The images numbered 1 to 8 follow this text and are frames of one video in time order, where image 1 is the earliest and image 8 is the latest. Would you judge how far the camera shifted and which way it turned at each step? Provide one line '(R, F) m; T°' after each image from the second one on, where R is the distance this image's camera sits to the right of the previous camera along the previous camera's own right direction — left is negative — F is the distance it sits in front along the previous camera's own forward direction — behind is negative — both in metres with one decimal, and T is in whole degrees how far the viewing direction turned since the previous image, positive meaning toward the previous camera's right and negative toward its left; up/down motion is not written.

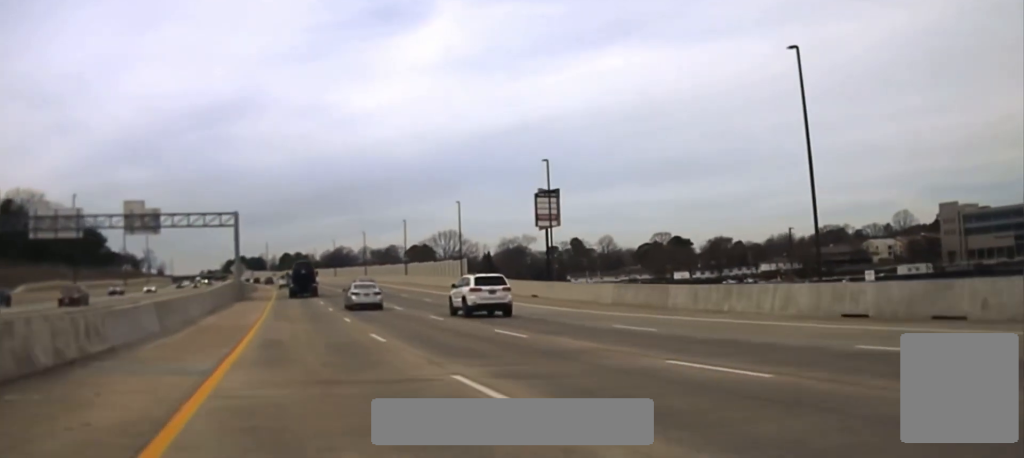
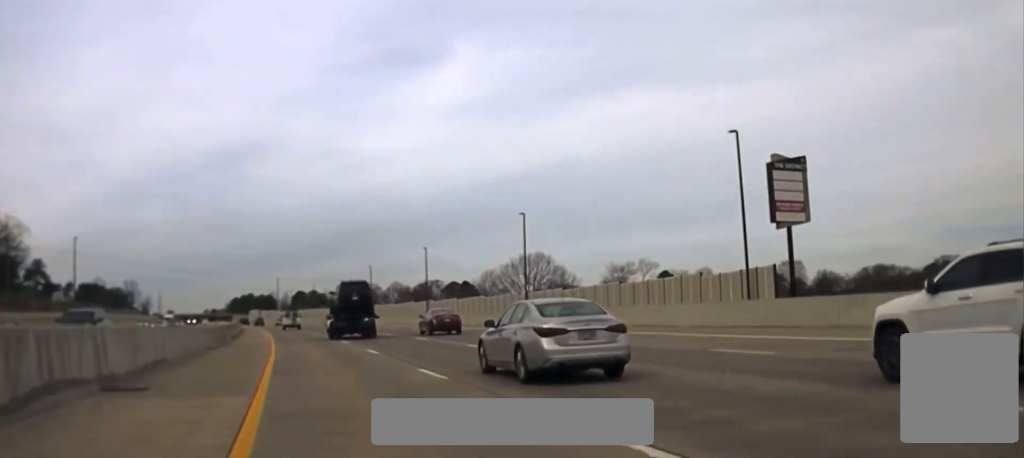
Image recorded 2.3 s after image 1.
(-0.9, +90.0) m; -2°
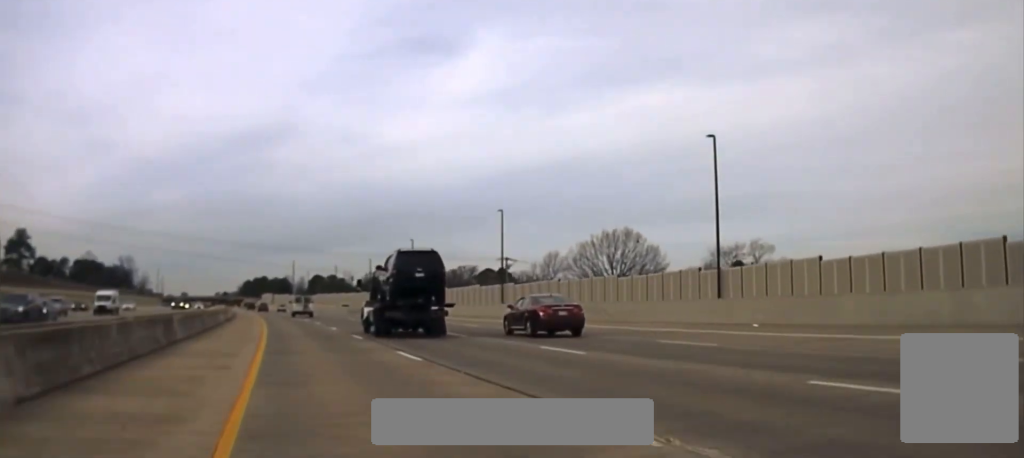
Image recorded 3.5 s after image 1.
(-0.6, +49.6) m; -1°
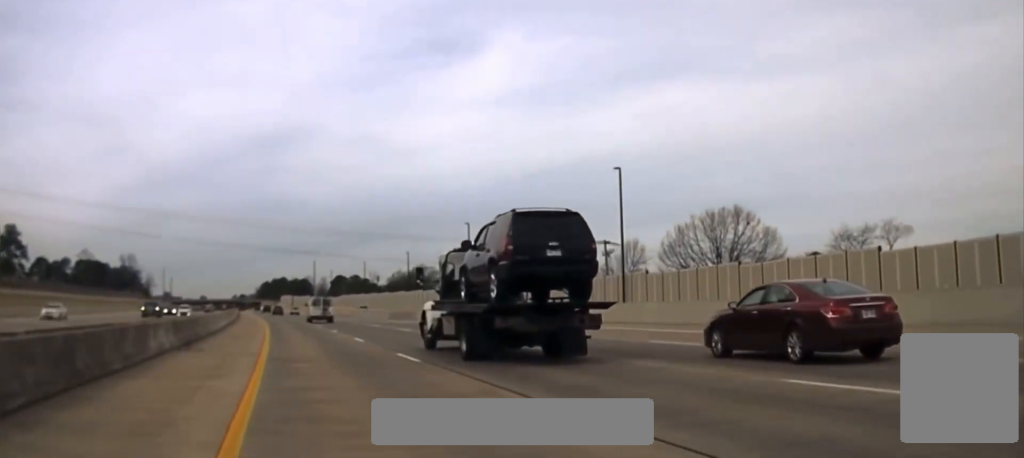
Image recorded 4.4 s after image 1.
(0.0, +41.0) m; -1°
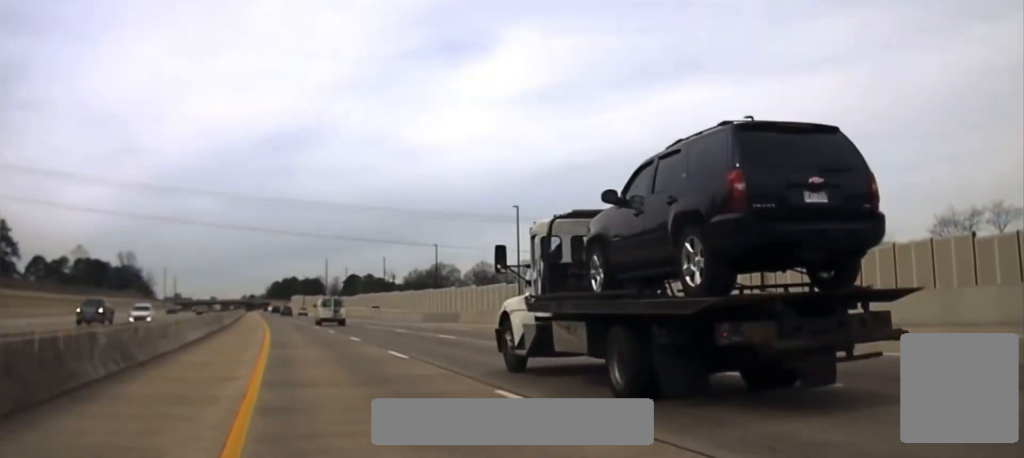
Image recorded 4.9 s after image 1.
(-0.2, +23.7) m; -1°
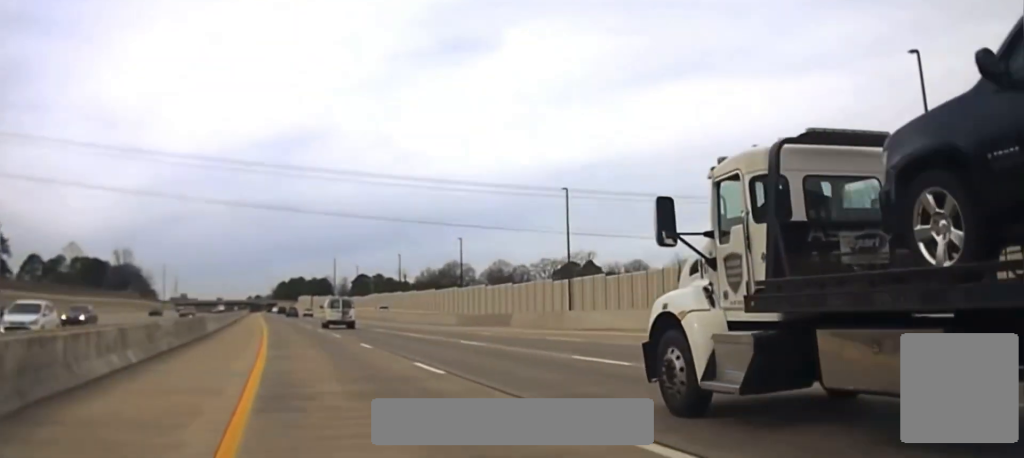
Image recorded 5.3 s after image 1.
(+0.1, +17.7) m; 0°
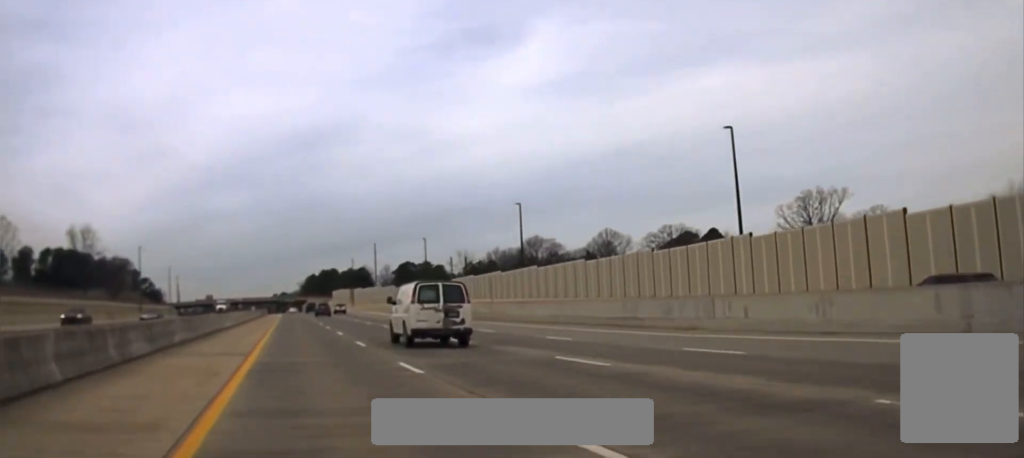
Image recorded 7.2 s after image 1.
(-1.8, +75.5) m; -2°
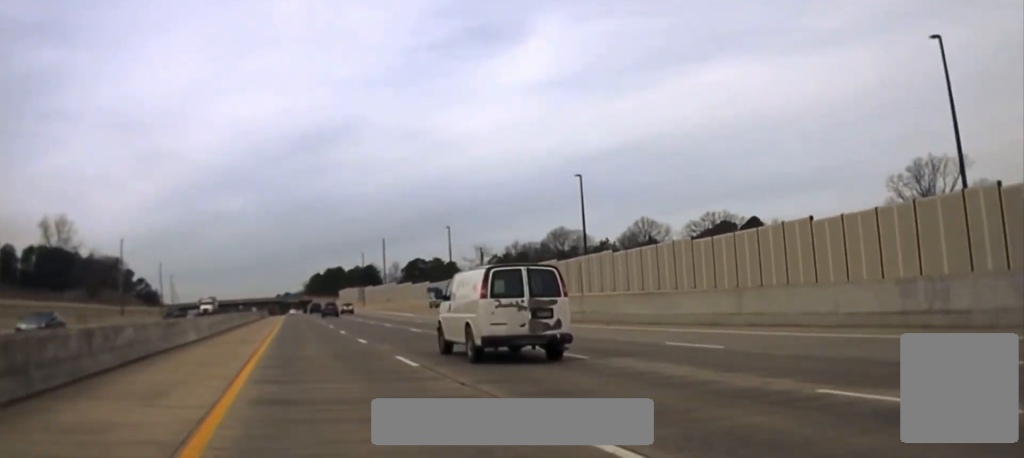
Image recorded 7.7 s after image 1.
(-0.1, +21.2) m; 0°
